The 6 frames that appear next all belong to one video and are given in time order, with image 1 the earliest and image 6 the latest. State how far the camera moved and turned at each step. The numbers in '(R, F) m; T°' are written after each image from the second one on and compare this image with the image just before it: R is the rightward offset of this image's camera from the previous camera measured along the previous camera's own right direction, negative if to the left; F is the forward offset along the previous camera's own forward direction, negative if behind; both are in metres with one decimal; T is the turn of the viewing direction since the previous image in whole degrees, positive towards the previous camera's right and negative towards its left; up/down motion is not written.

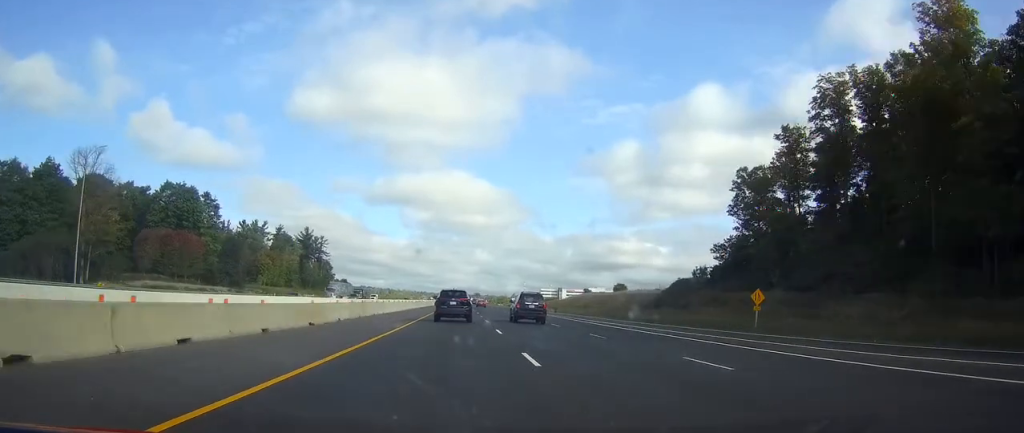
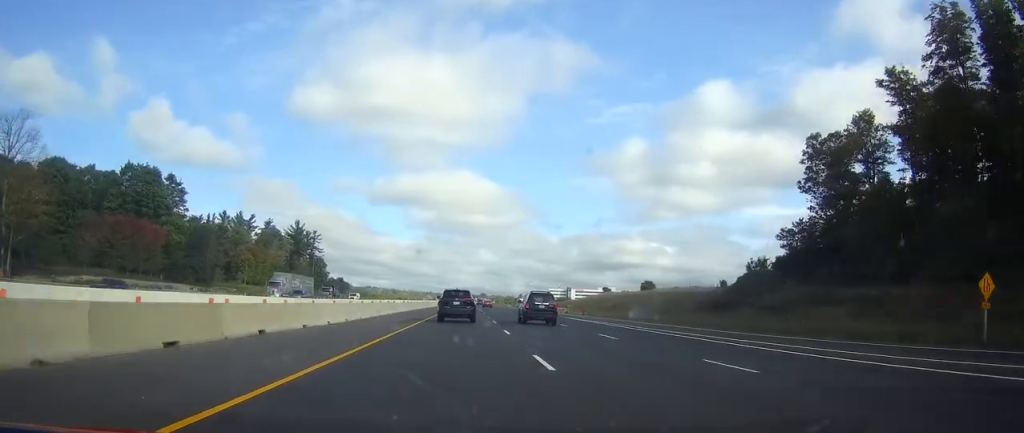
(+1.3, +25.4) m; +3°
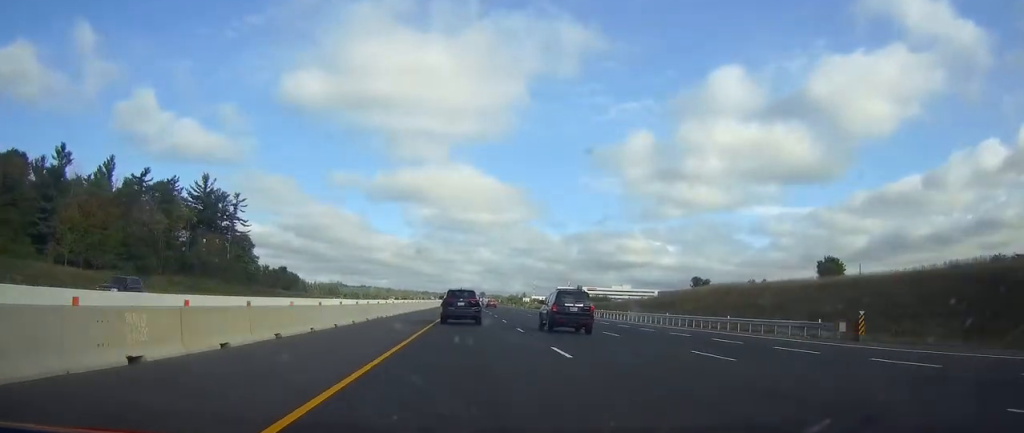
(+0.3, +94.5) m; +1°
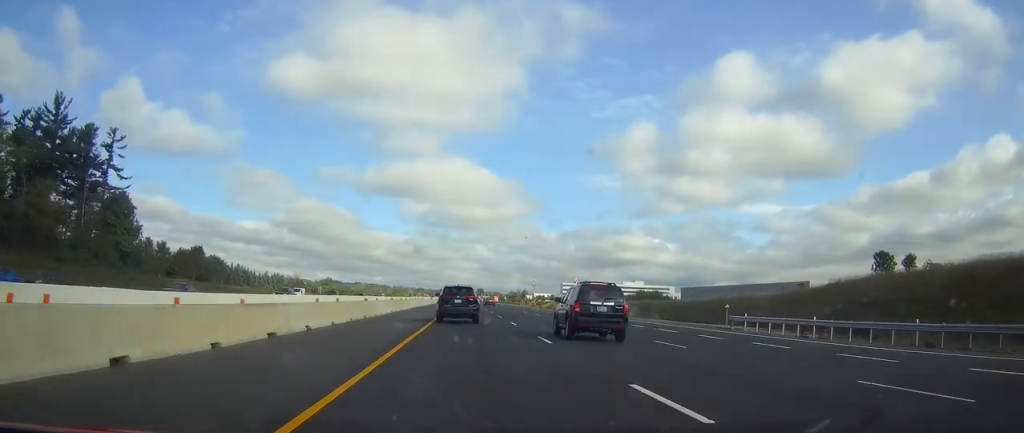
(+0.2, +68.8) m; 0°
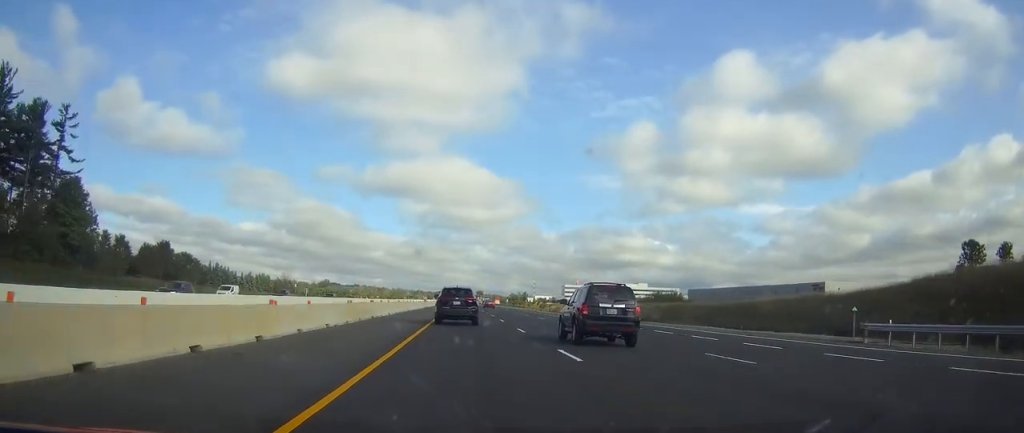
(0.0, +17.0) m; 0°
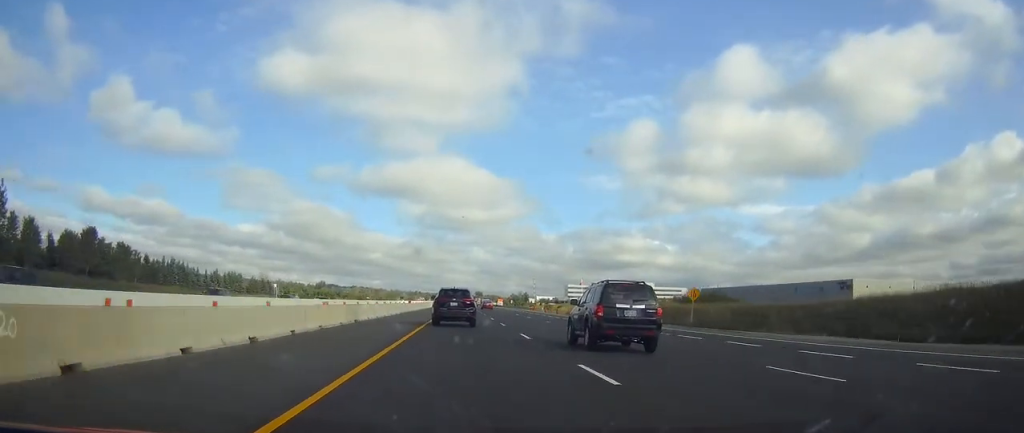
(0.0, +28.3) m; 0°
